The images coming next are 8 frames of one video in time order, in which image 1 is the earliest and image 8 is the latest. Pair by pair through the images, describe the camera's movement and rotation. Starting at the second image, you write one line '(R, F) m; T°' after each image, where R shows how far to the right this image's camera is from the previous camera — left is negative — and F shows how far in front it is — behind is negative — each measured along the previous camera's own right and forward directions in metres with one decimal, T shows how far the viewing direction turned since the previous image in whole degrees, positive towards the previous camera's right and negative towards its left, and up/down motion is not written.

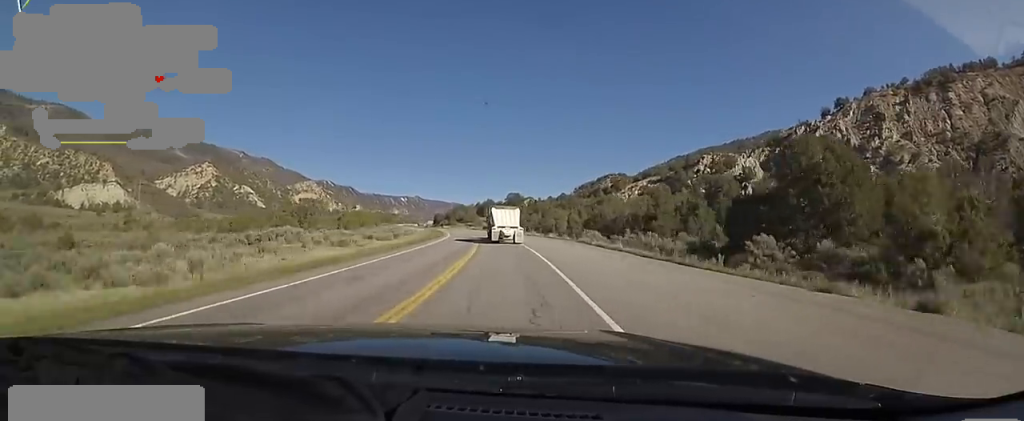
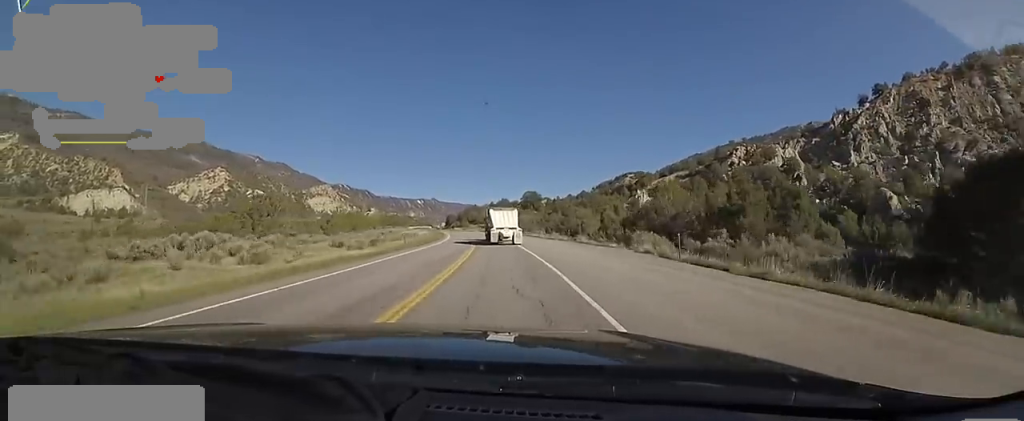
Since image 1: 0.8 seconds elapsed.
(0.0, +18.8) m; -2°
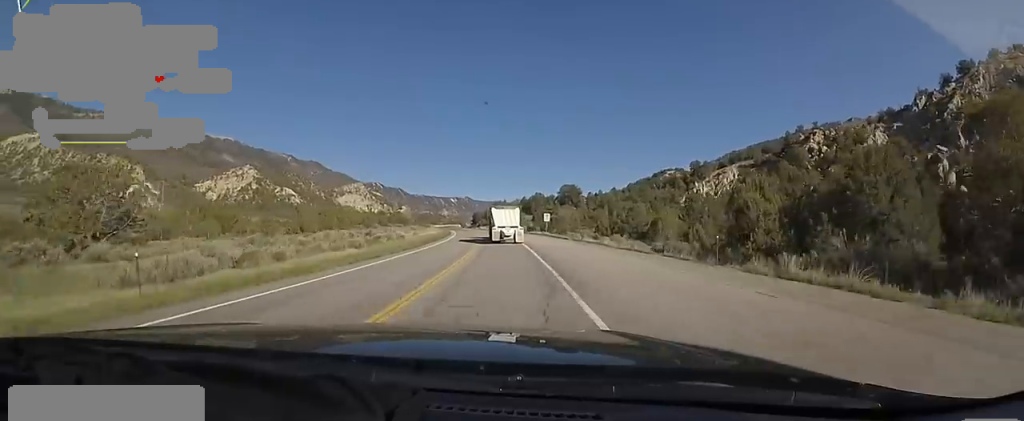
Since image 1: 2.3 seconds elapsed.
(-1.8, +32.1) m; -6°
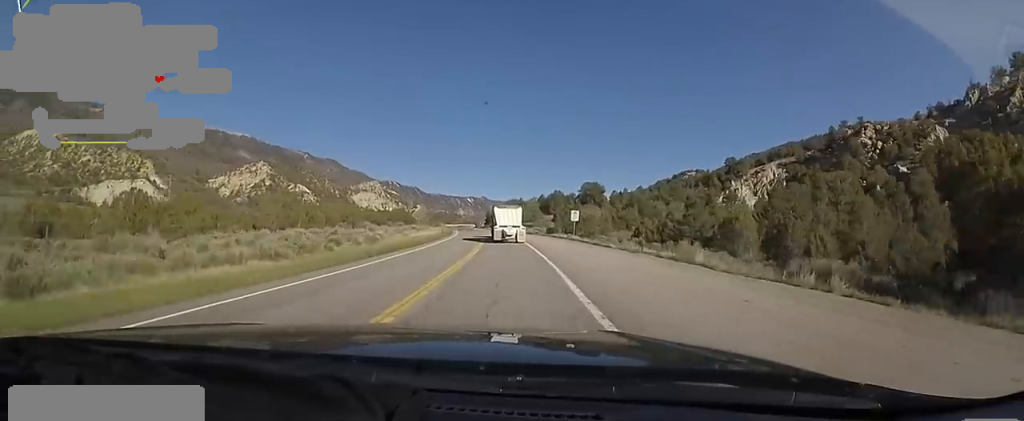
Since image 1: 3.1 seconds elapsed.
(-0.5, +18.0) m; -2°
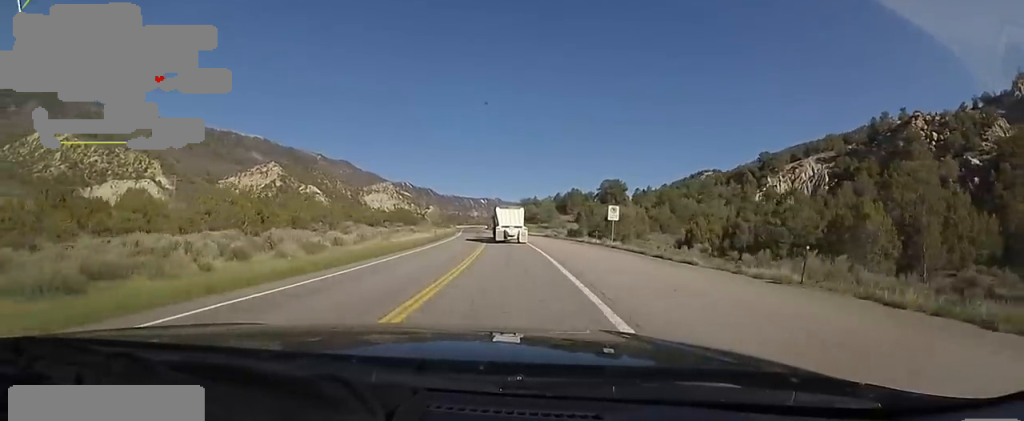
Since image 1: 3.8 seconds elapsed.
(0.0, +15.9) m; 0°
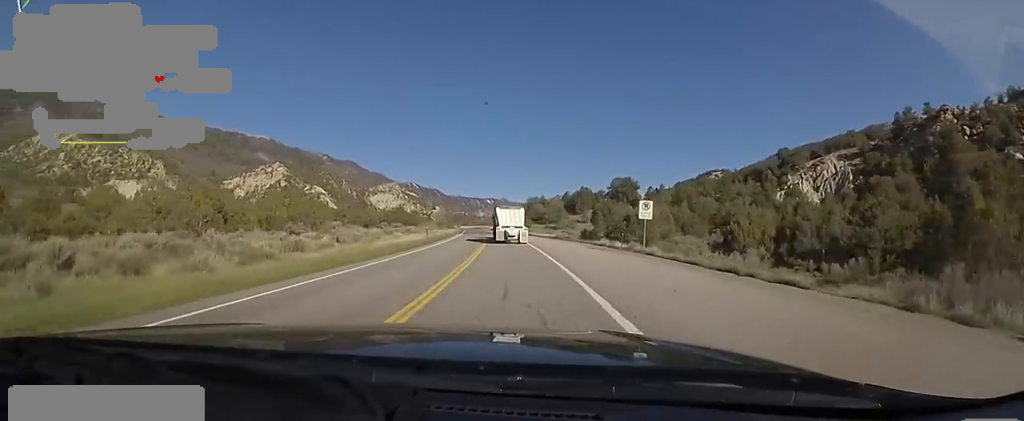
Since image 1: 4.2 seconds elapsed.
(0.0, +9.1) m; -1°
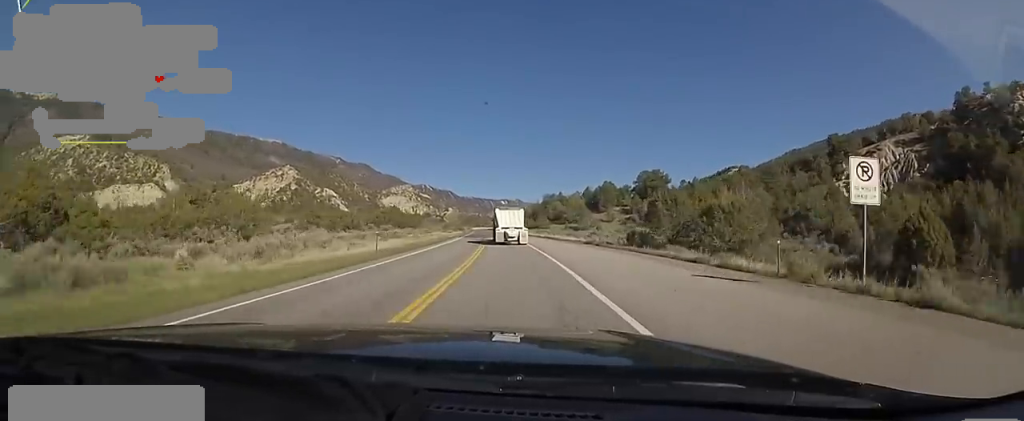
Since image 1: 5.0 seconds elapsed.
(+0.1, +19.7) m; -4°
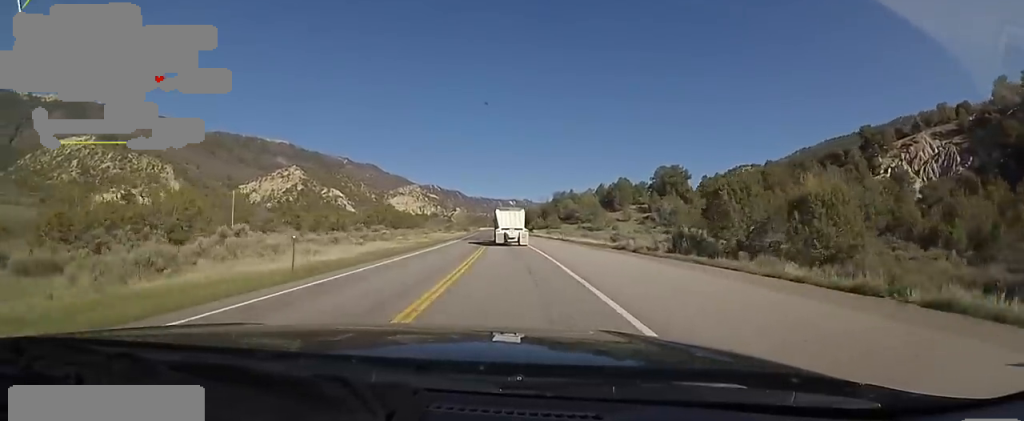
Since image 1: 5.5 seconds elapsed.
(-0.9, +10.7) m; -1°
